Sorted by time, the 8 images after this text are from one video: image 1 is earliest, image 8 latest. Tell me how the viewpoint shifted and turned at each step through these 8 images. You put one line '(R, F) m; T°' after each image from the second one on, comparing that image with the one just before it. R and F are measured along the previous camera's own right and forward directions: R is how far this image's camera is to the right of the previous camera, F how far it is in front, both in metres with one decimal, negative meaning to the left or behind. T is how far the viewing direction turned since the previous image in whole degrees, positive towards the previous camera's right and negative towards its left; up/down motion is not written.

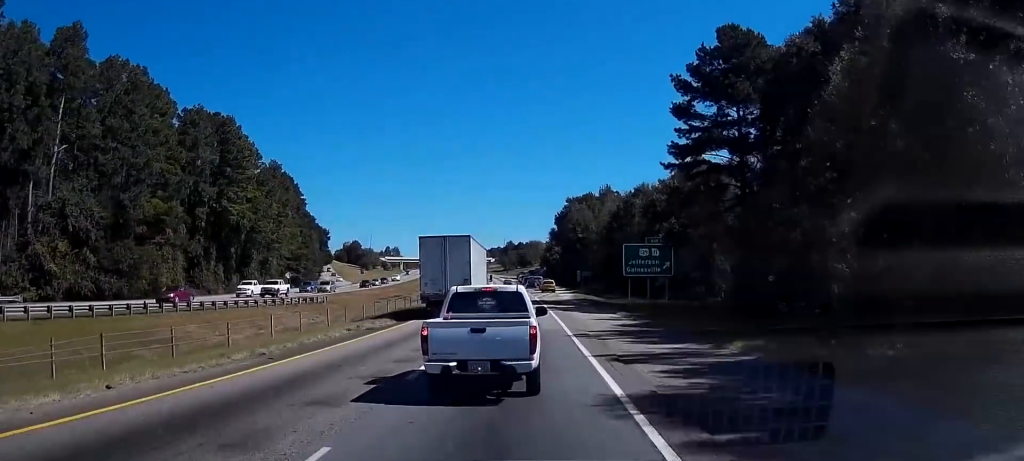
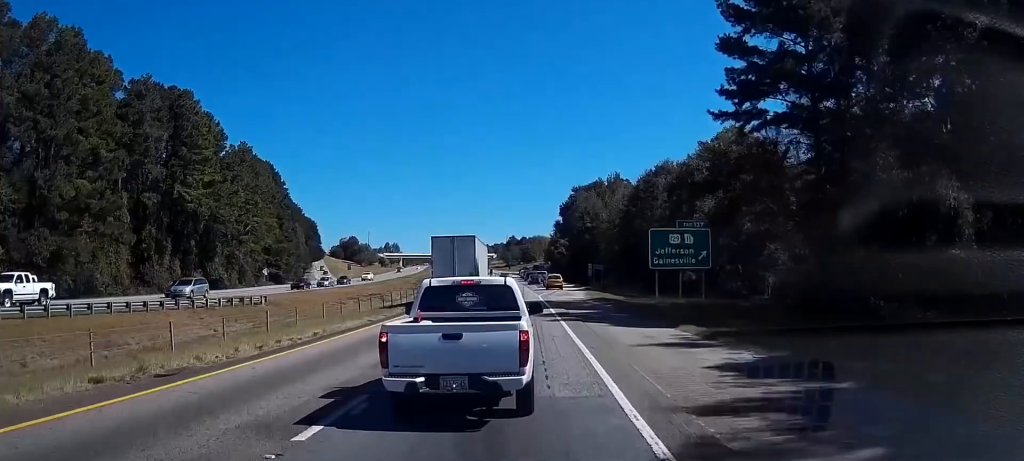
(0.0, +18.5) m; 0°
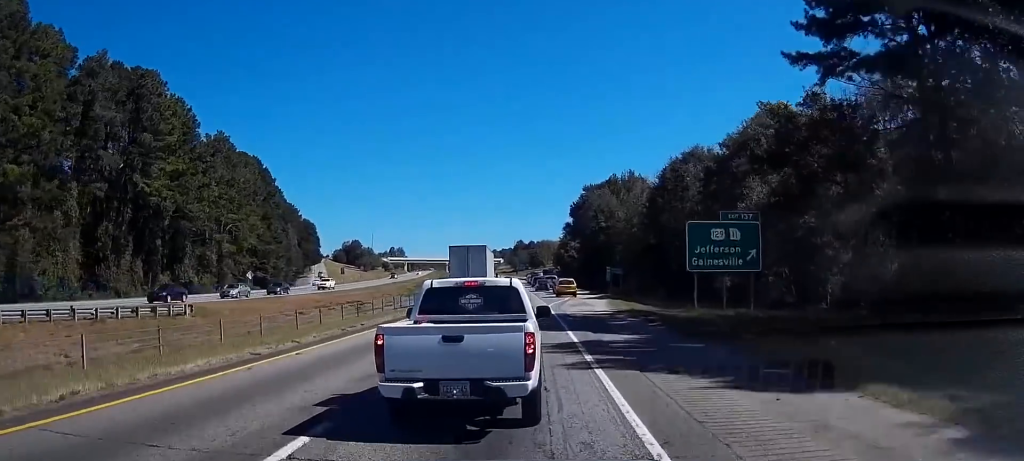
(0.0, +14.5) m; -1°
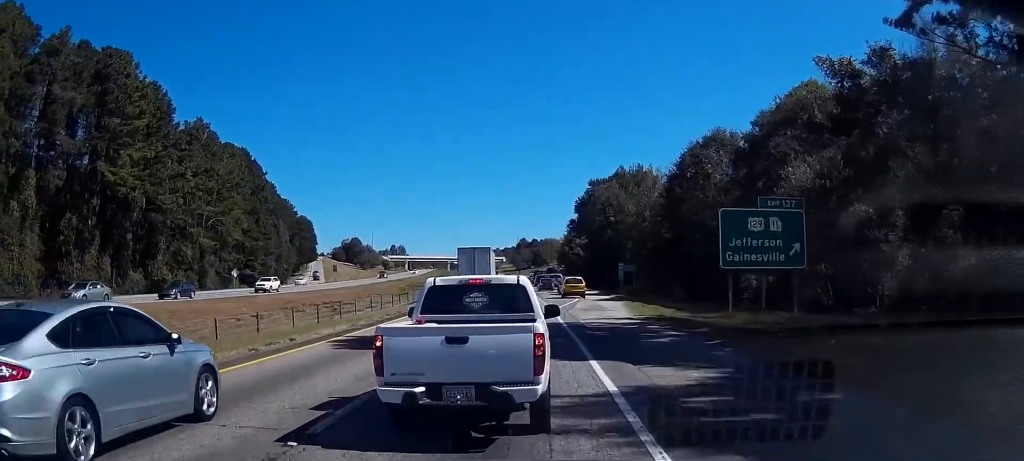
(-0.2, +9.4) m; -1°
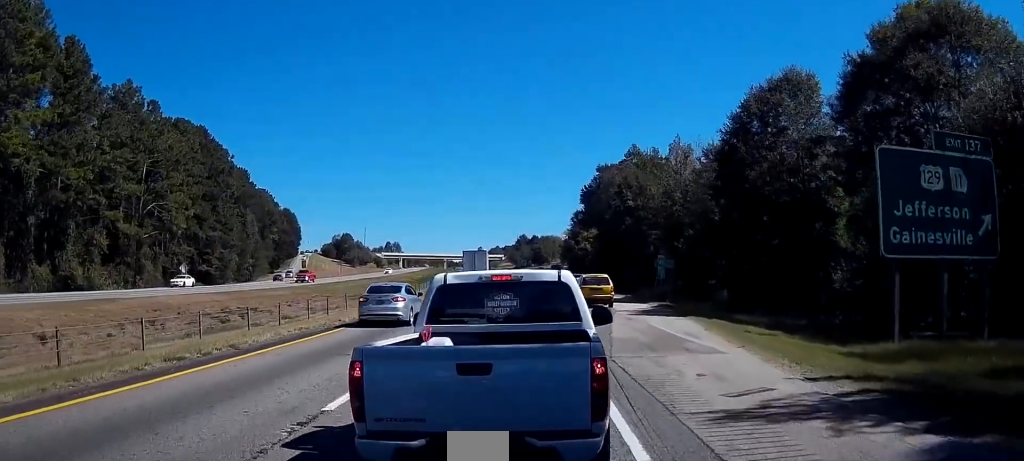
(-0.5, +23.2) m; -1°
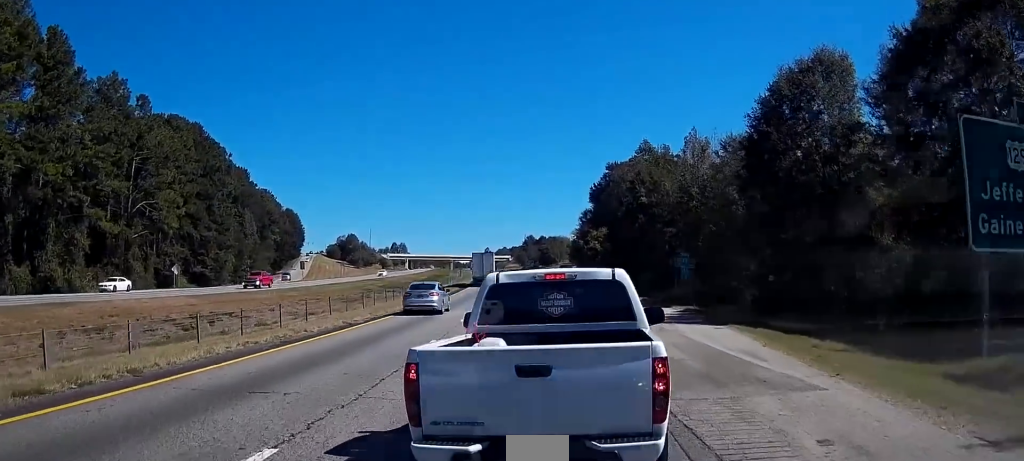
(+0.1, +6.1) m; +1°
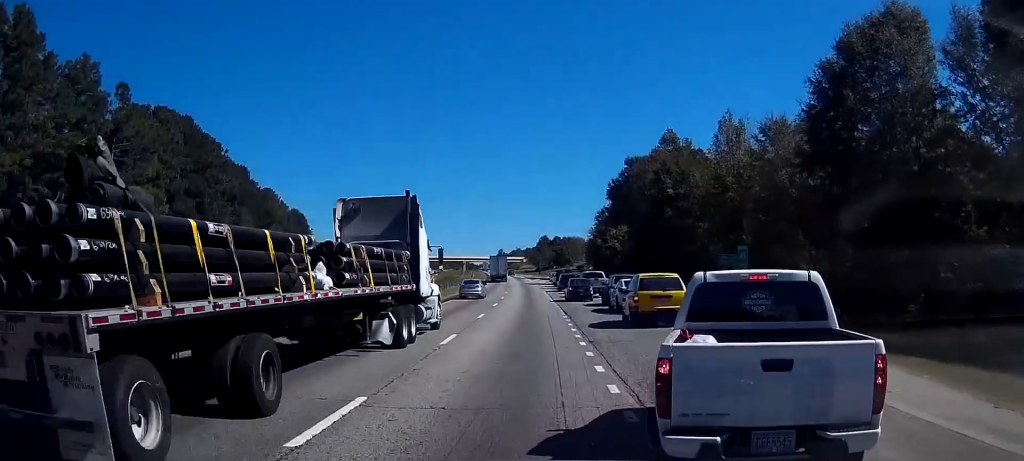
(+0.2, +10.7) m; +1°
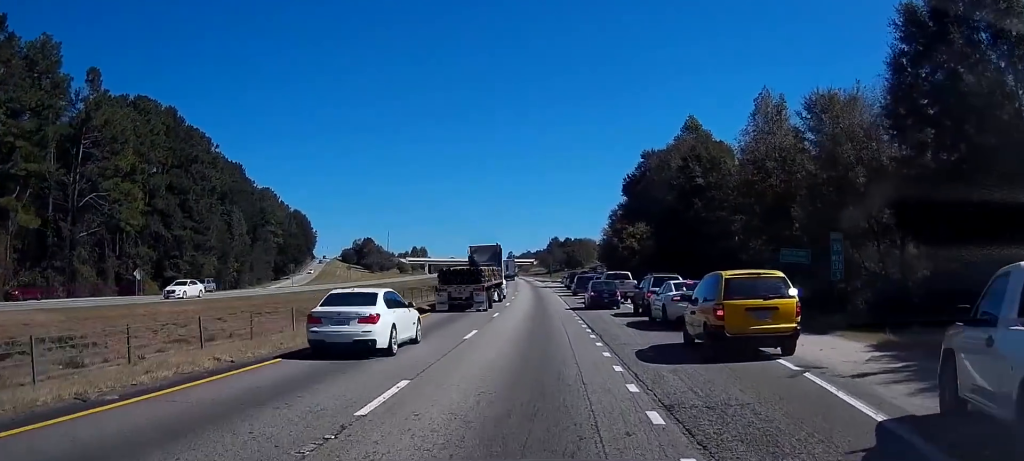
(-0.1, +9.8) m; -1°
